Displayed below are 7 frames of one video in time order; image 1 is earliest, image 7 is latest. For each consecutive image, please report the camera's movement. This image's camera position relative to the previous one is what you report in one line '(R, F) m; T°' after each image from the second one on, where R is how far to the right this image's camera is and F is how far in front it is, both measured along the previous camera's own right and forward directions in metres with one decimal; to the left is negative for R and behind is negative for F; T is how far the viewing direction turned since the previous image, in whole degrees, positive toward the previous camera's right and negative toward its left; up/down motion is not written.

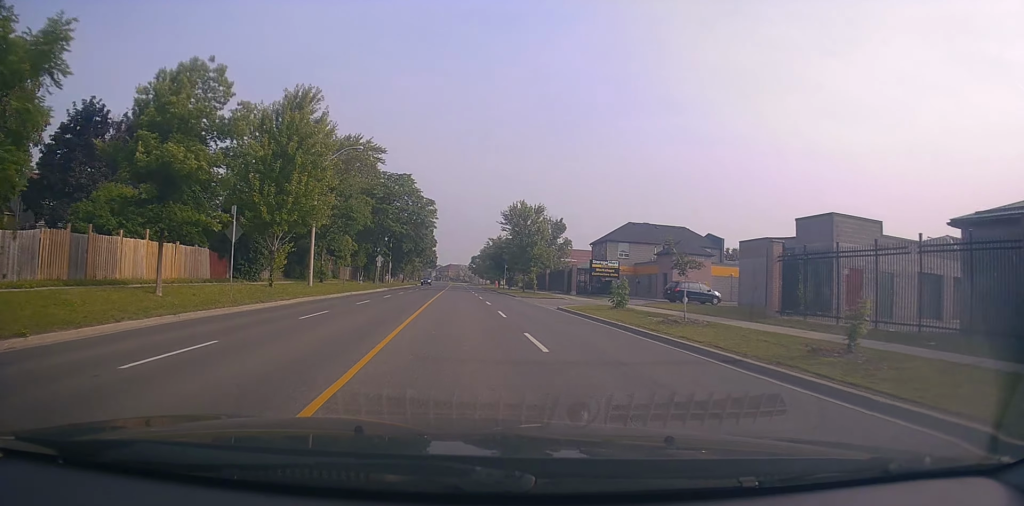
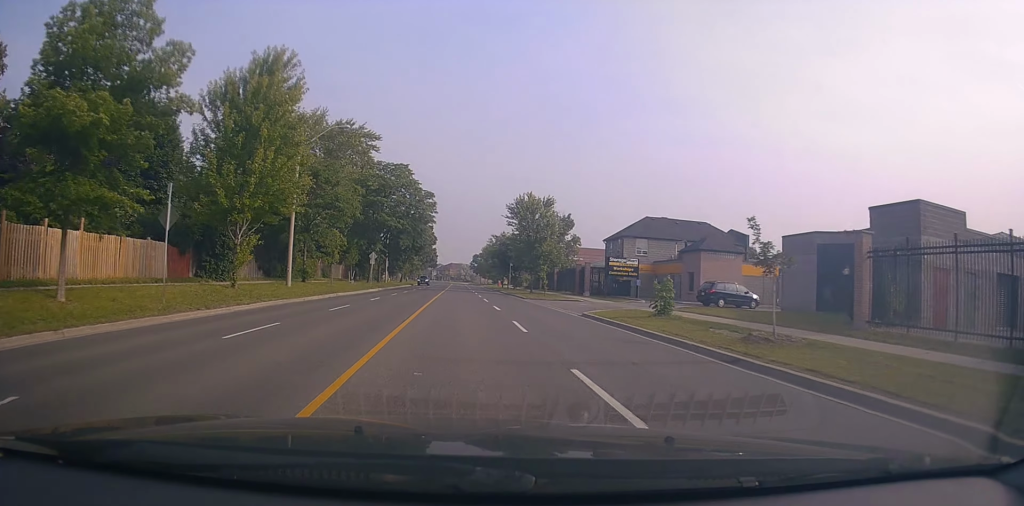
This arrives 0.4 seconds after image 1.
(0.0, +5.4) m; -1°
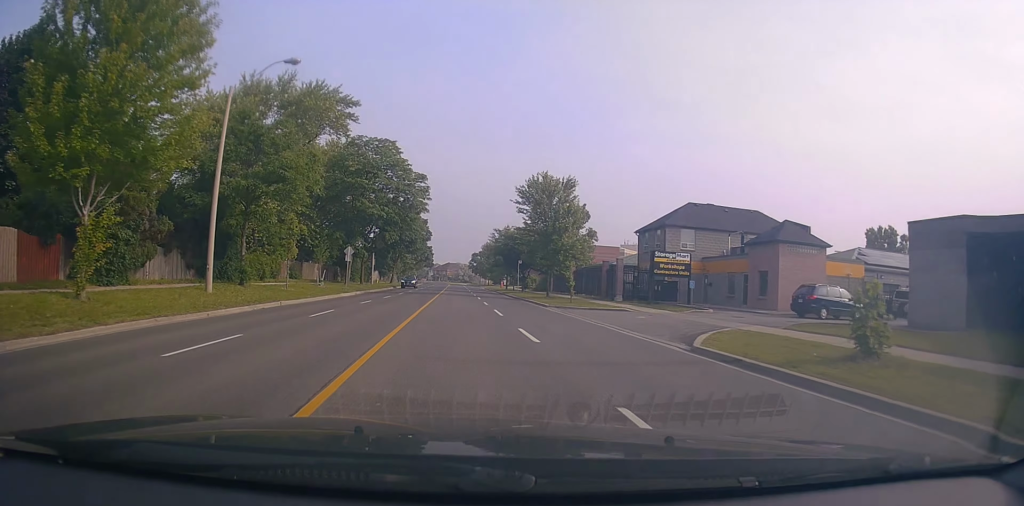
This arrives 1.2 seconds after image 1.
(-0.1, +11.4) m; -1°
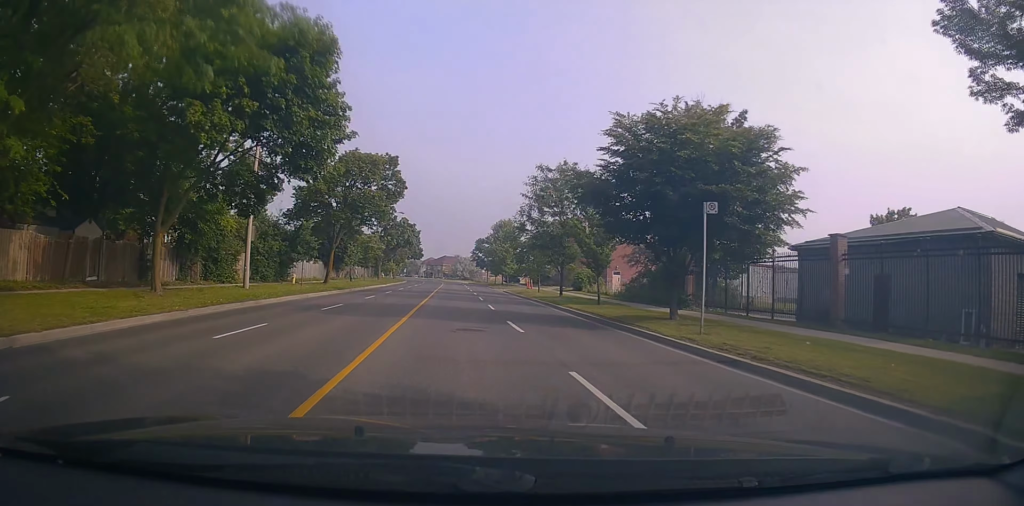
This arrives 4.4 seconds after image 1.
(+1.6, +42.8) m; +2°
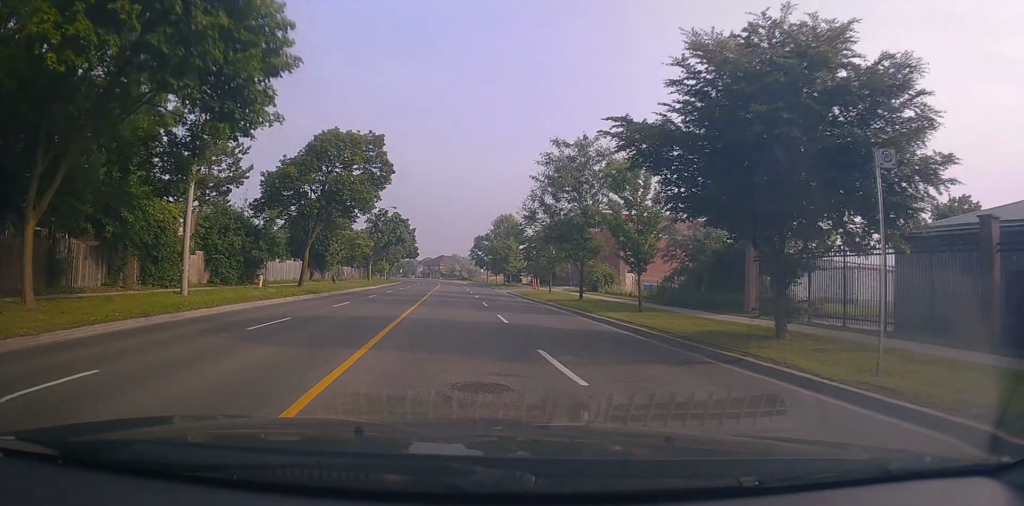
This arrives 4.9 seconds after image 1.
(-0.1, +6.7) m; 0°
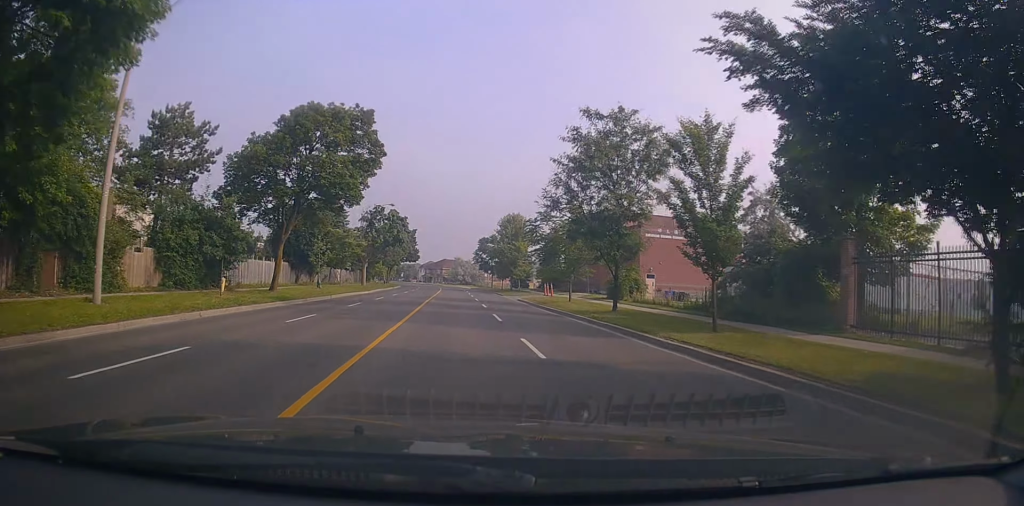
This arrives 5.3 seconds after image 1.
(-0.1, +6.3) m; 0°
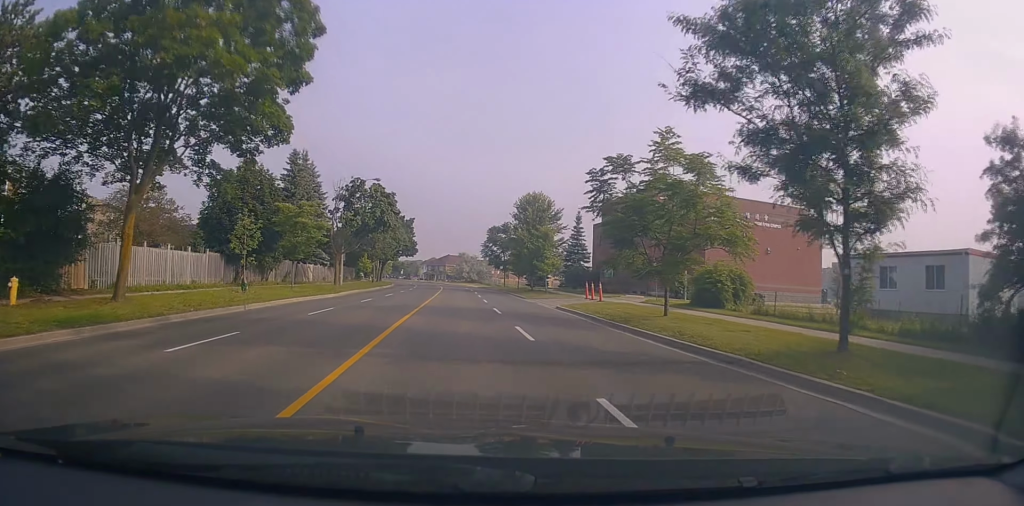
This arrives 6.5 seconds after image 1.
(+0.1, +15.5) m; 0°
